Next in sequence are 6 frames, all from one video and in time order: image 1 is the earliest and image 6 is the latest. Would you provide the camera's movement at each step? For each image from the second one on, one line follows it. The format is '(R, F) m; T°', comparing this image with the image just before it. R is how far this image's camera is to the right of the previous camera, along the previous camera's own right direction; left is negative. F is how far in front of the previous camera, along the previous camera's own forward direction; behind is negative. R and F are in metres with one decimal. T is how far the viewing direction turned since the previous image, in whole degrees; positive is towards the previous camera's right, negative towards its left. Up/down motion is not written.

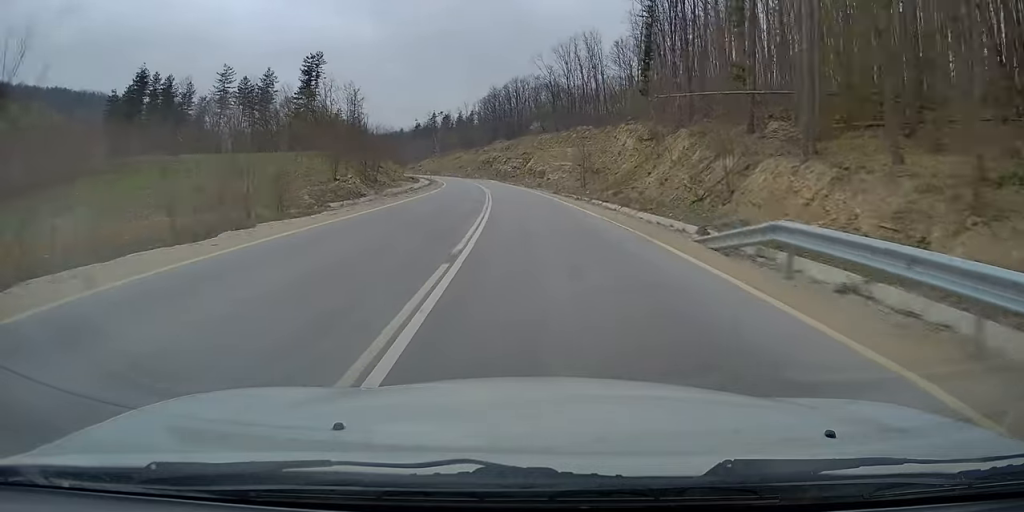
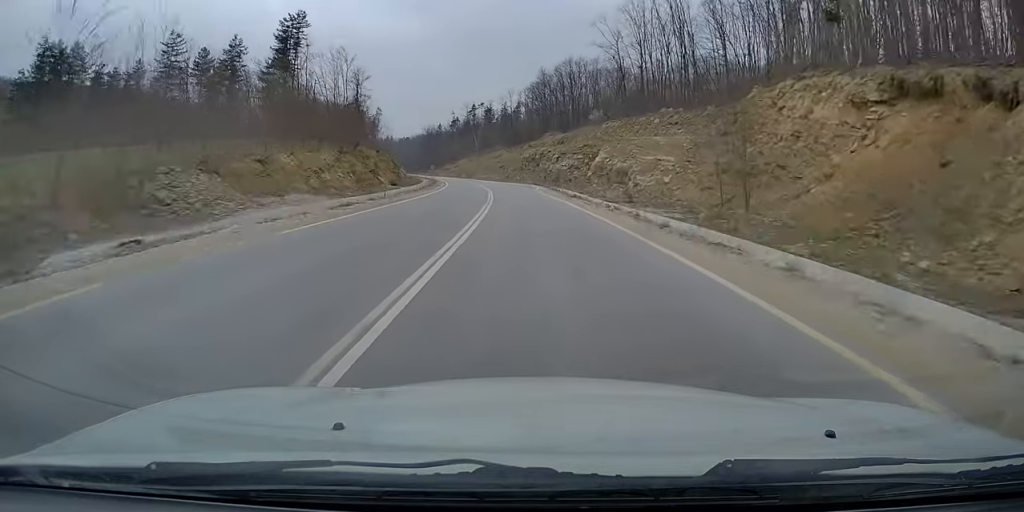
(-1.7, +44.4) m; -5°
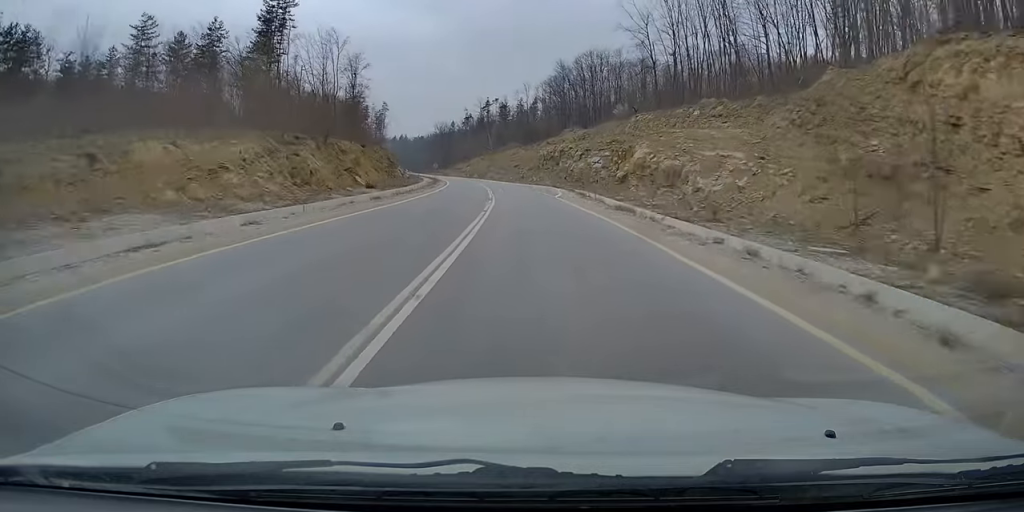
(-0.4, +14.8) m; -1°
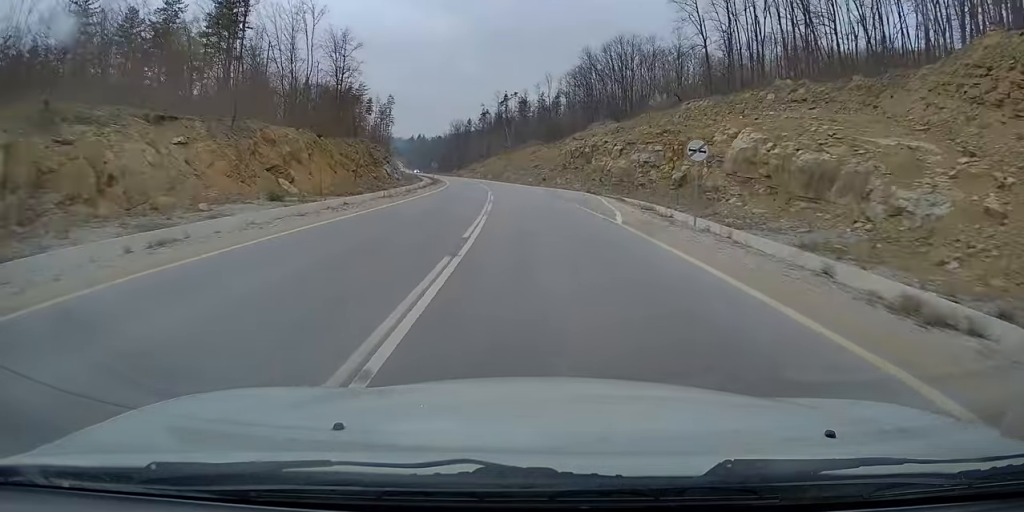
(-0.3, +20.3) m; -2°
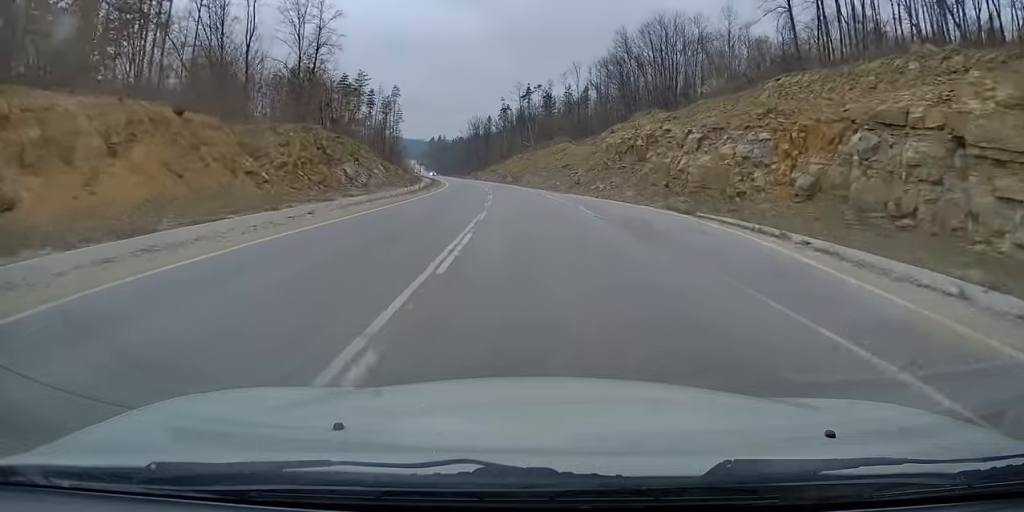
(-0.2, +23.2) m; -1°
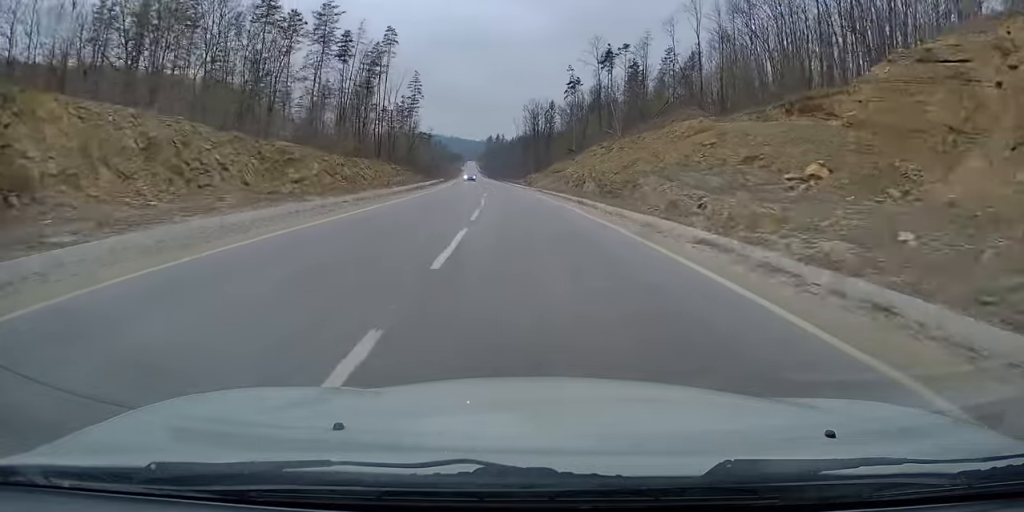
(-2.1, +64.8) m; -5°
